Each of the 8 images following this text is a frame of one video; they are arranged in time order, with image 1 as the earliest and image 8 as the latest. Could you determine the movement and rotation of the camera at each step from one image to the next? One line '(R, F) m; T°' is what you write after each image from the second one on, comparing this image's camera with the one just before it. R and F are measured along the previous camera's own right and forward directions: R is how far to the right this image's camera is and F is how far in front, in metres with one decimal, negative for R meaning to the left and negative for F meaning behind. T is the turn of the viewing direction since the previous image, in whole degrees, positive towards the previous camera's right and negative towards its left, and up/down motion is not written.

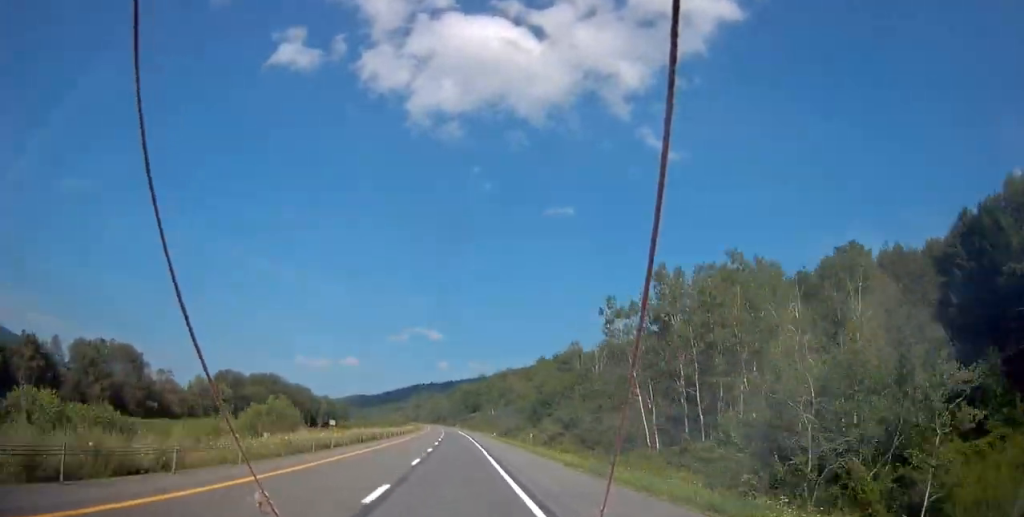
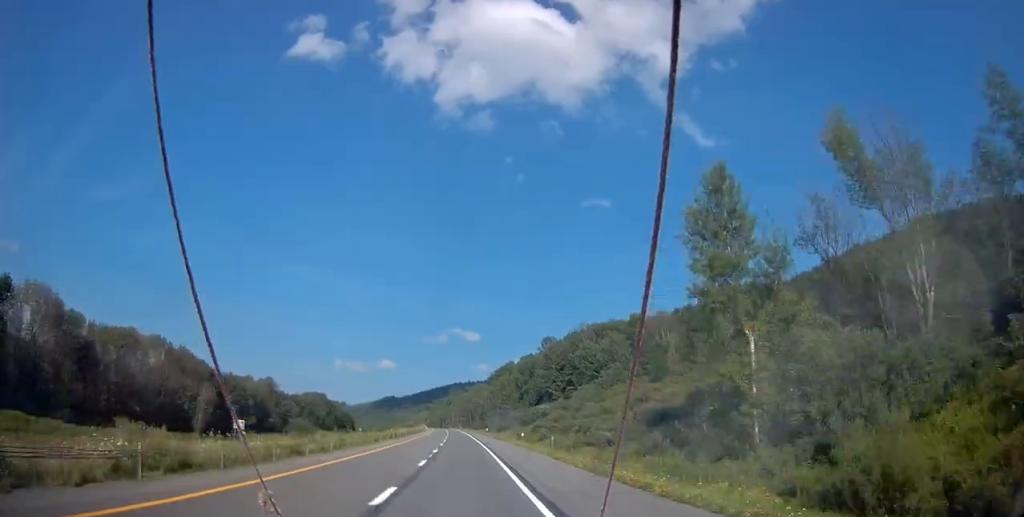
(-5.1, +170.0) m; -3°
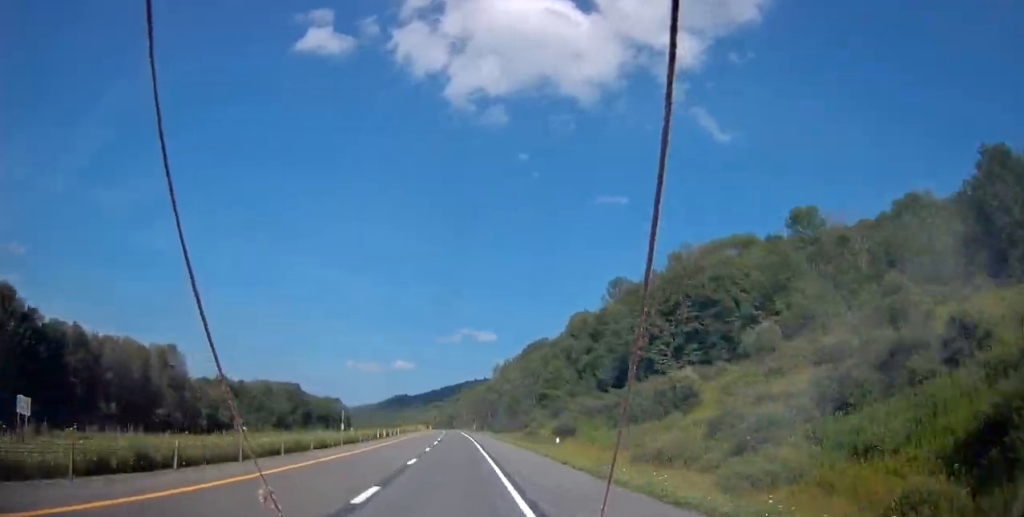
(-1.4, +83.9) m; -2°
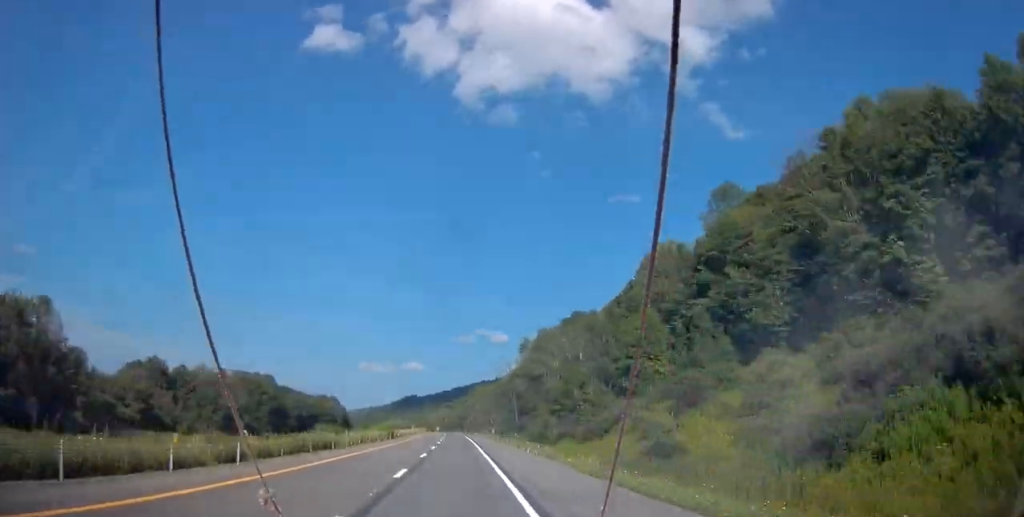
(+0.1, +53.4) m; -1°
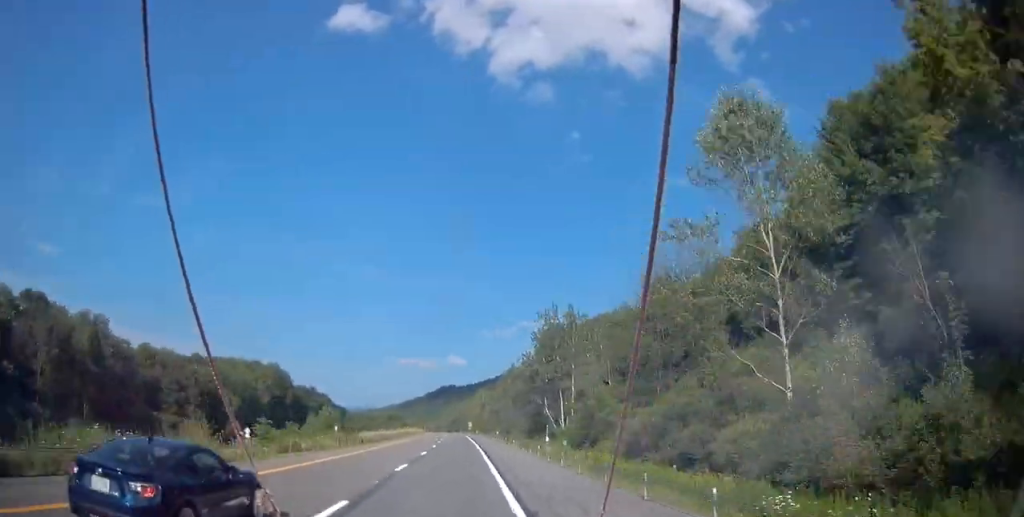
(-7.3, +191.0) m; -4°
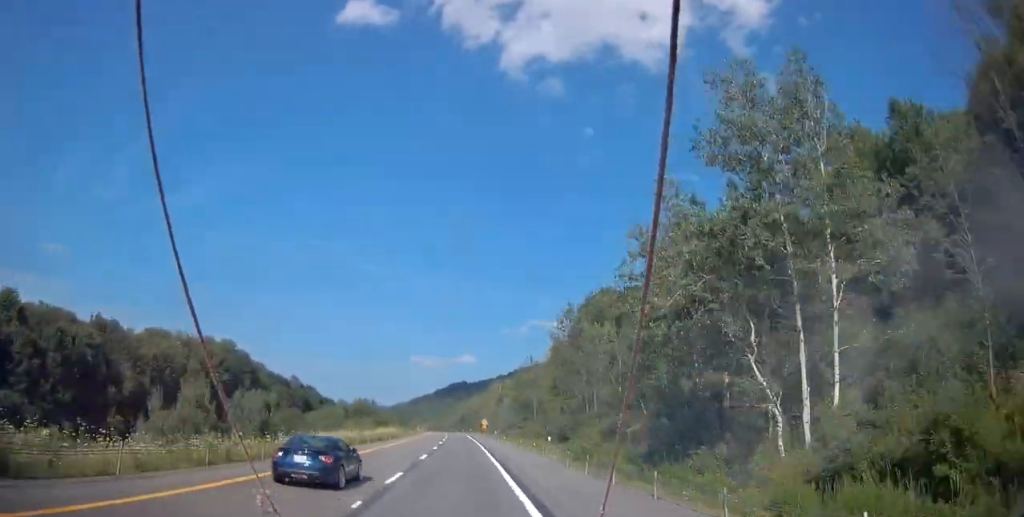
(-0.4, +53.4) m; -1°
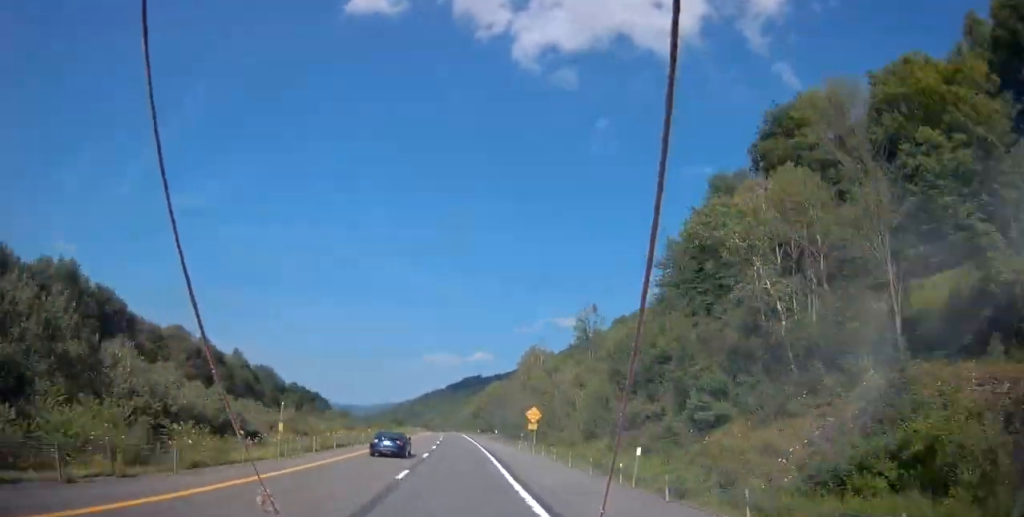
(-1.4, +83.7) m; -2°
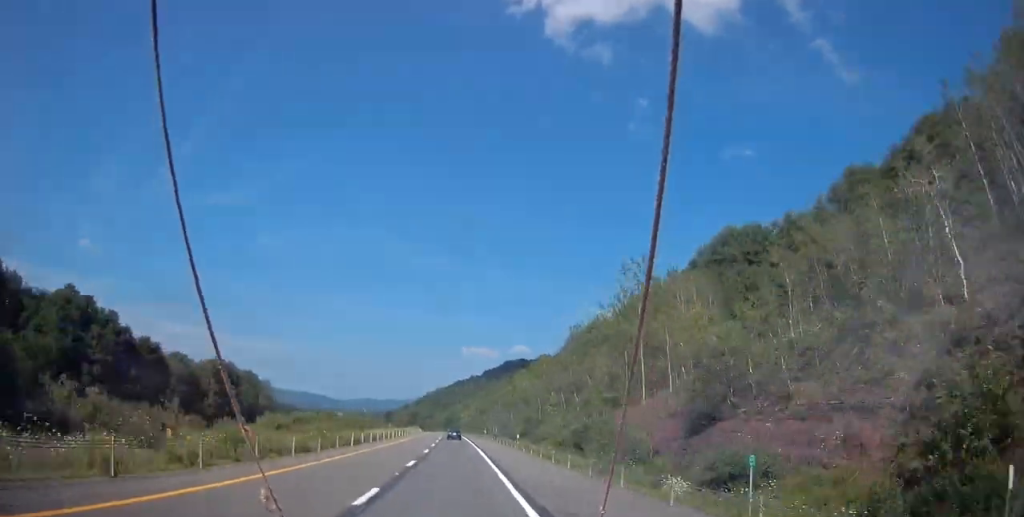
(-6.3, +201.7) m; -4°
